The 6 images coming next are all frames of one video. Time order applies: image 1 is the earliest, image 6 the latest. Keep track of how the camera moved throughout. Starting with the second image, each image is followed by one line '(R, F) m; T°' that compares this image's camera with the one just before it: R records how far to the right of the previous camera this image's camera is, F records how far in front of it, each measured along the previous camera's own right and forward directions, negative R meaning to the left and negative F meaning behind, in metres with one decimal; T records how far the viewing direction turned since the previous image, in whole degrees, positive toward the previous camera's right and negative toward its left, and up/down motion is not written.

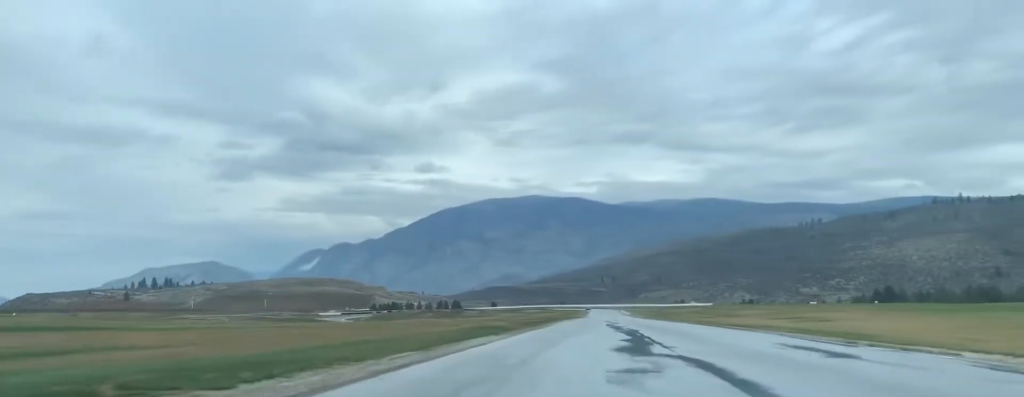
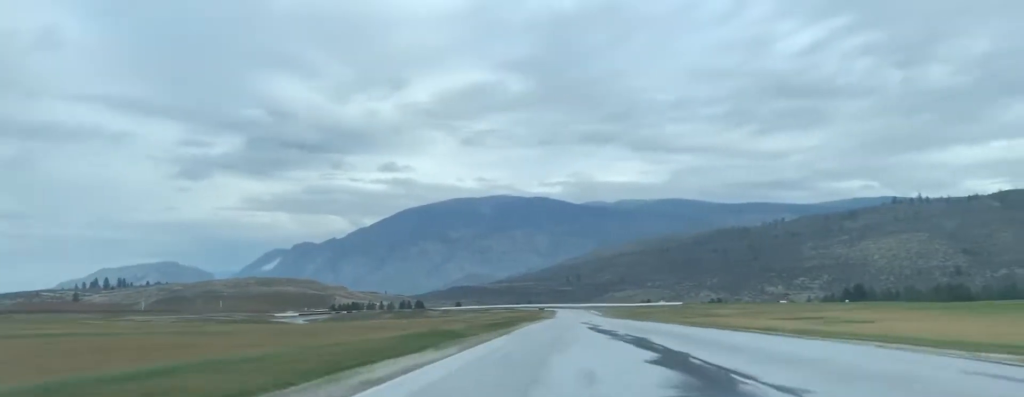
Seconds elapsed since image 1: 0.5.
(+0.7, +13.9) m; +3°
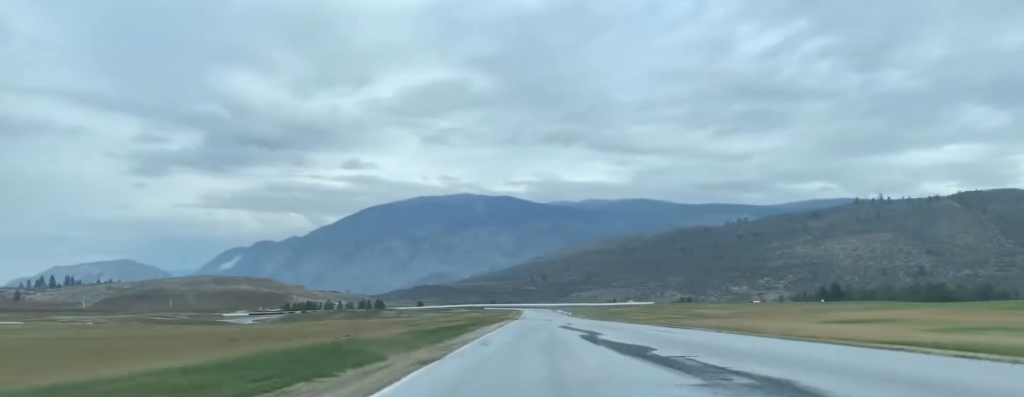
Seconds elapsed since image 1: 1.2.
(+0.7, +21.2) m; +4°
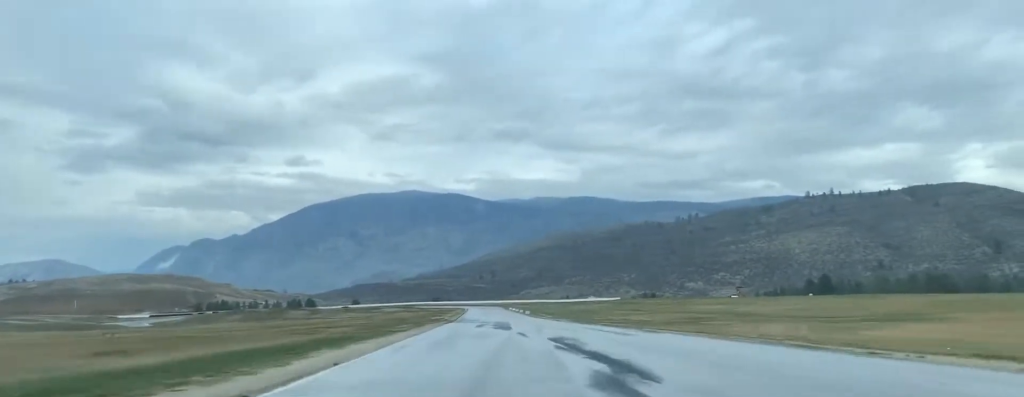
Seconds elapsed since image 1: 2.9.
(+1.6, +57.5) m; +2°
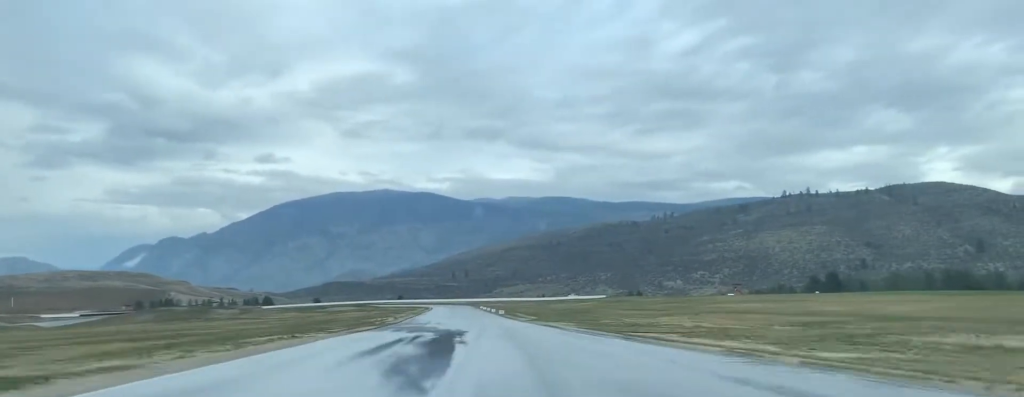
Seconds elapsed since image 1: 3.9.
(+0.7, +38.3) m; +2°
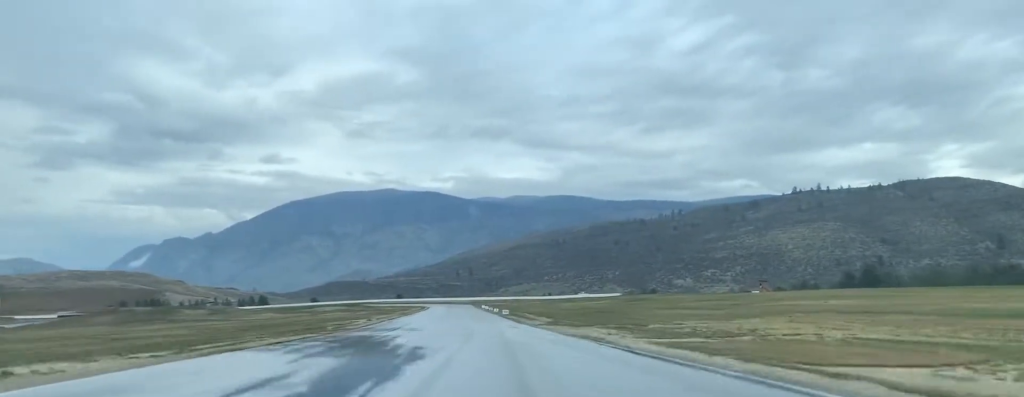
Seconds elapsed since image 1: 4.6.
(+0.3, +25.2) m; 0°
